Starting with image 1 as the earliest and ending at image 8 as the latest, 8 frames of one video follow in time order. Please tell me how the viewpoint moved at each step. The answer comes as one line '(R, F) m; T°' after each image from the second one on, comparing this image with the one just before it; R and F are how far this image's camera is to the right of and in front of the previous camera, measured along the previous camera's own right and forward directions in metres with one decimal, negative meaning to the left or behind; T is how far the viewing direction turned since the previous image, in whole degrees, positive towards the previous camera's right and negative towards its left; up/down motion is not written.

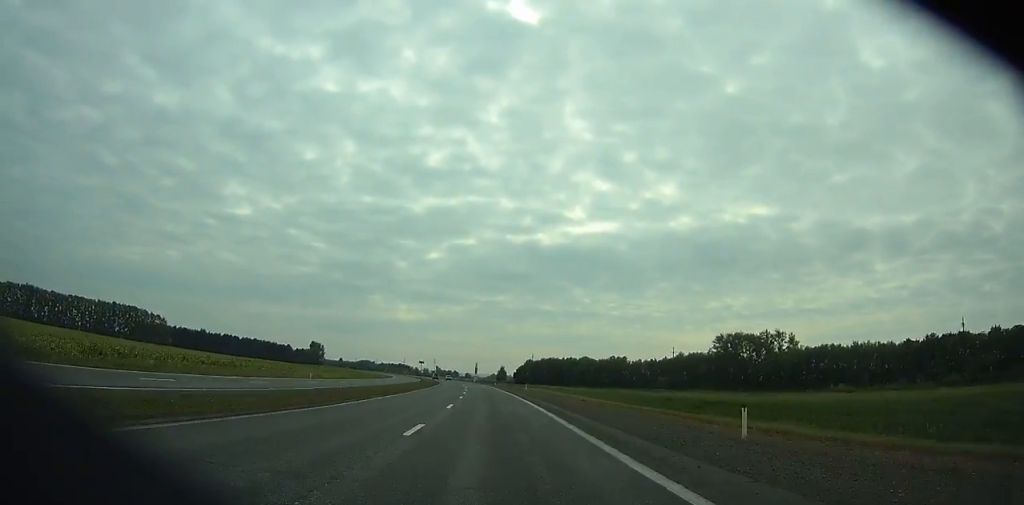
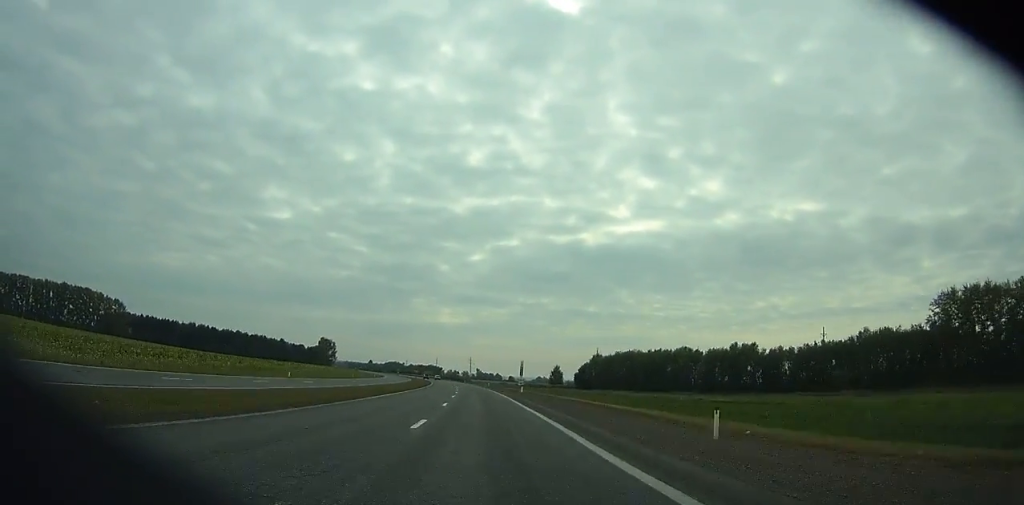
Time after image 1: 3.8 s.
(-4.3, +106.1) m; -5°
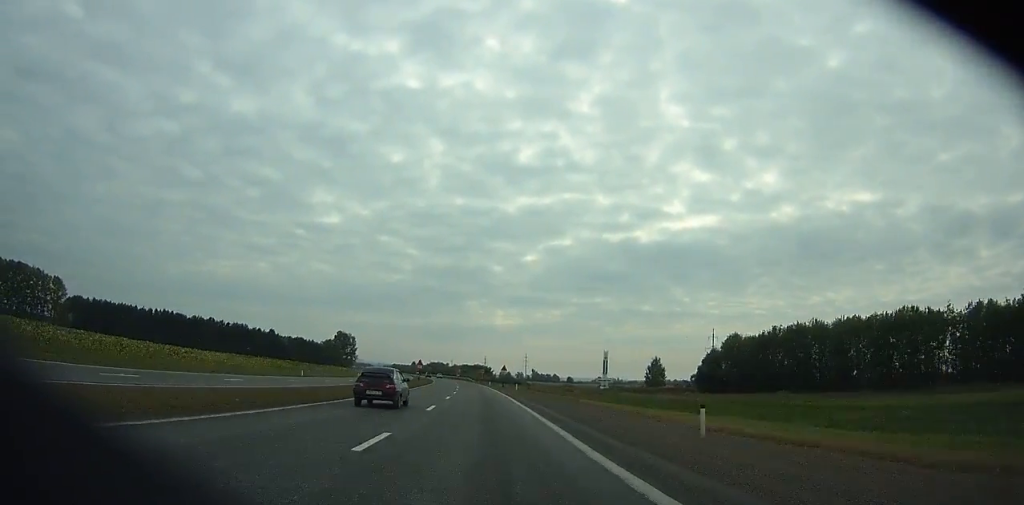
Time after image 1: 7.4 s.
(-3.4, +101.3) m; -5°
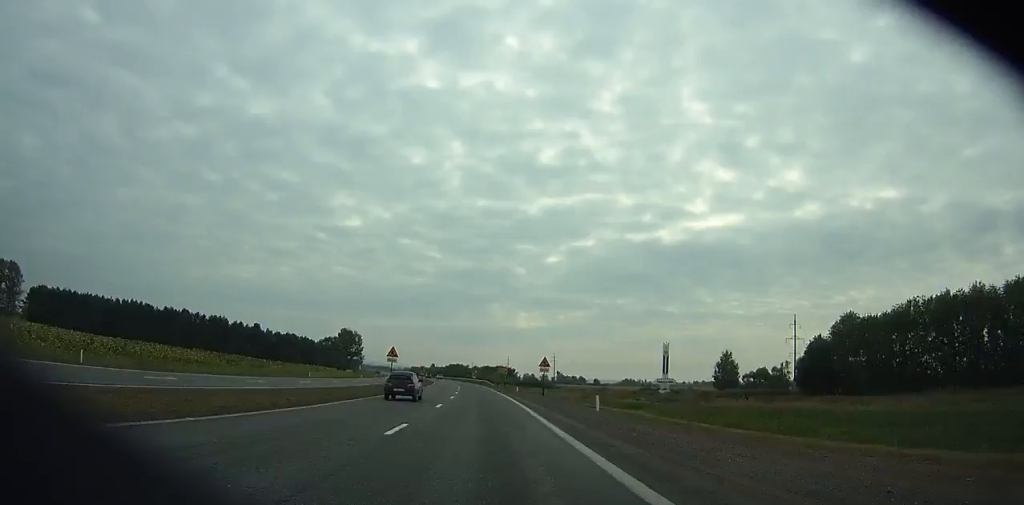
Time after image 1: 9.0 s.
(-1.5, +45.0) m; -2°
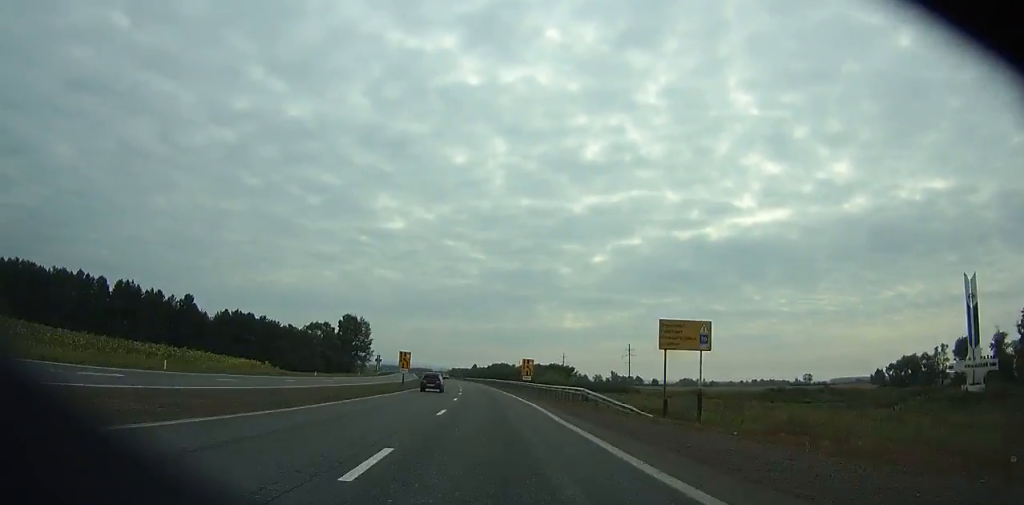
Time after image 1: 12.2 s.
(-3.4, +89.2) m; -4°
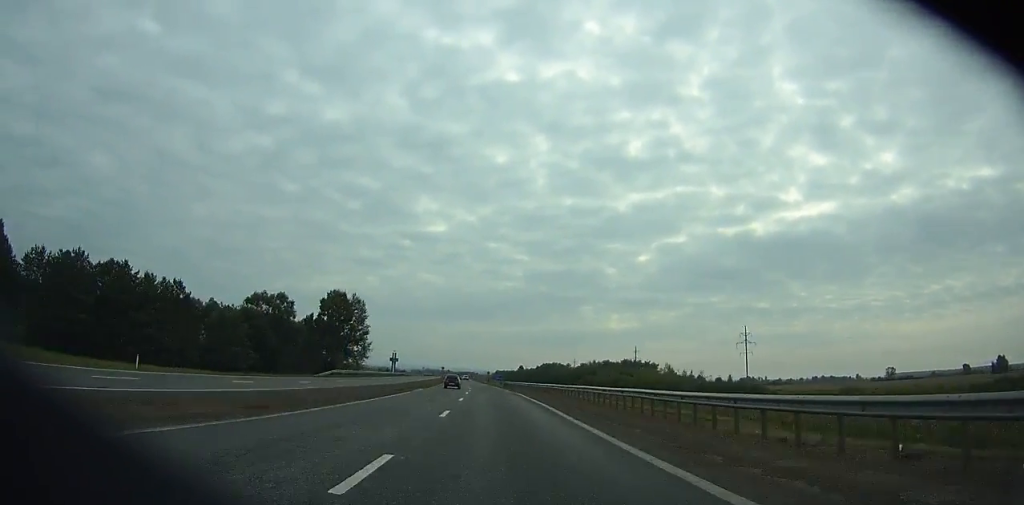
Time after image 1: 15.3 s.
(-3.2, +84.4) m; -4°
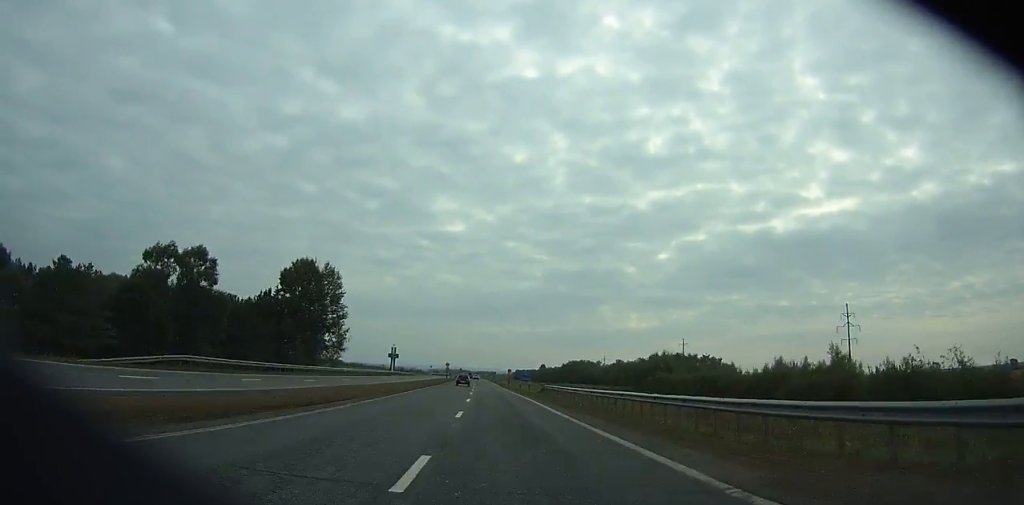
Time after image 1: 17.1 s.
(-0.8, +47.8) m; -2°
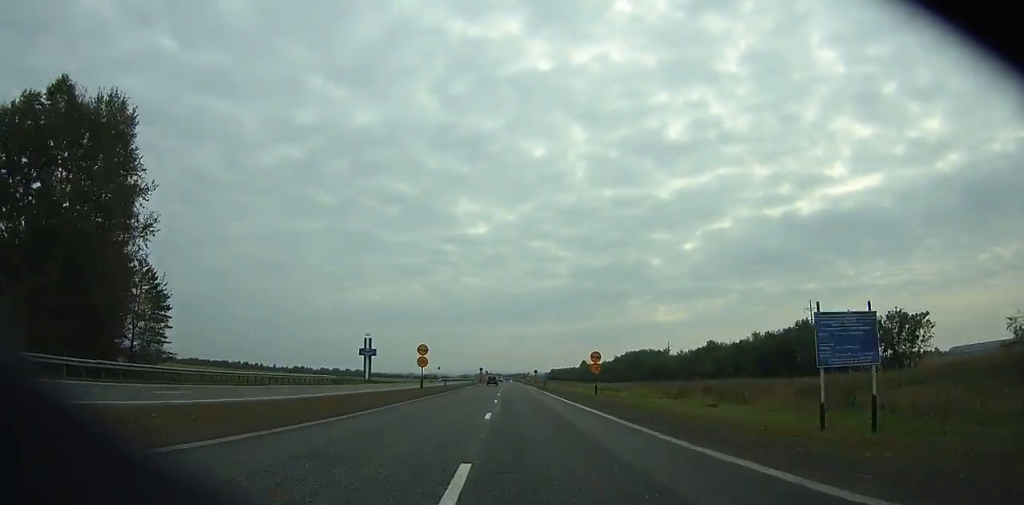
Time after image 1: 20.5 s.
(-2.7, +85.7) m; -3°
